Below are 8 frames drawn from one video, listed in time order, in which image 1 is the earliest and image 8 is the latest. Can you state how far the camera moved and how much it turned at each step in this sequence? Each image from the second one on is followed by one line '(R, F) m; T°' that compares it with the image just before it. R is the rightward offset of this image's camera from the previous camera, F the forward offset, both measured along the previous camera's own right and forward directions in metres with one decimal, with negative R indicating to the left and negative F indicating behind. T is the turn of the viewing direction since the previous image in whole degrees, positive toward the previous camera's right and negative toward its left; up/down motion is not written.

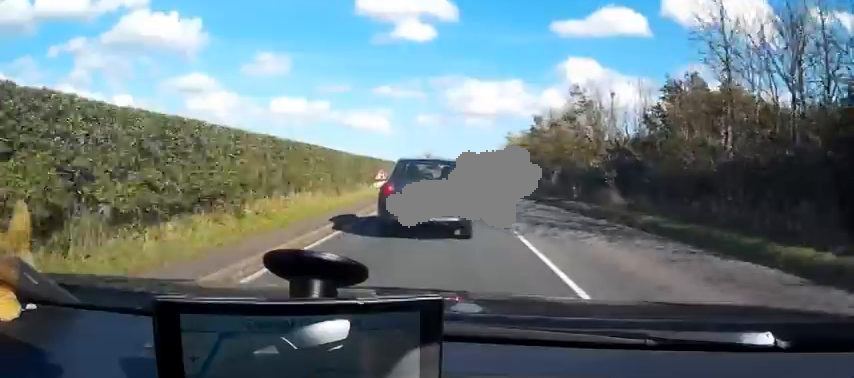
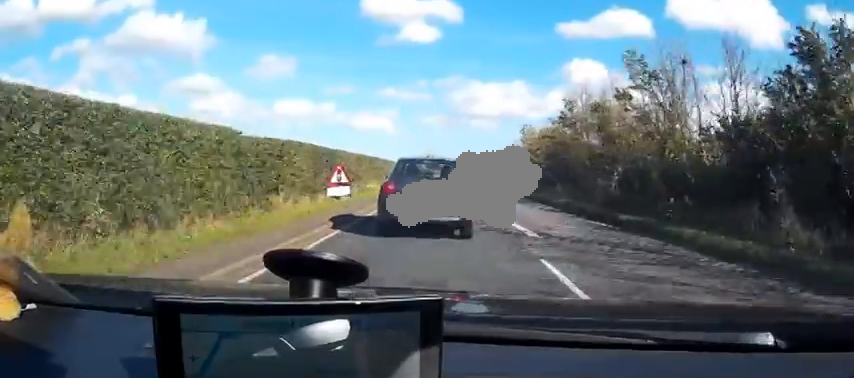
(0.0, +10.9) m; 0°
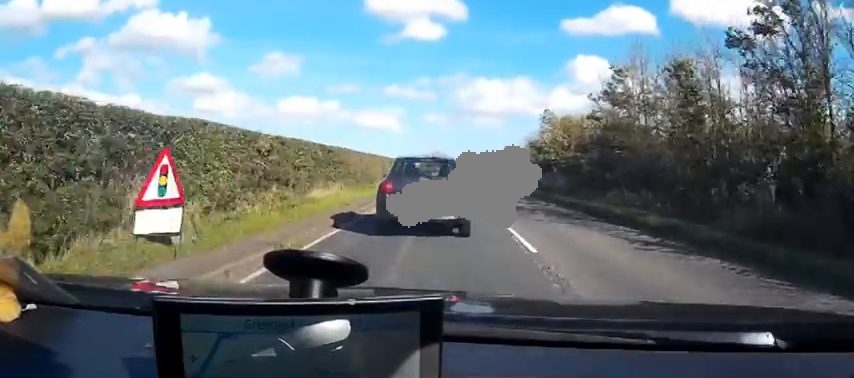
(+0.1, +10.3) m; -1°
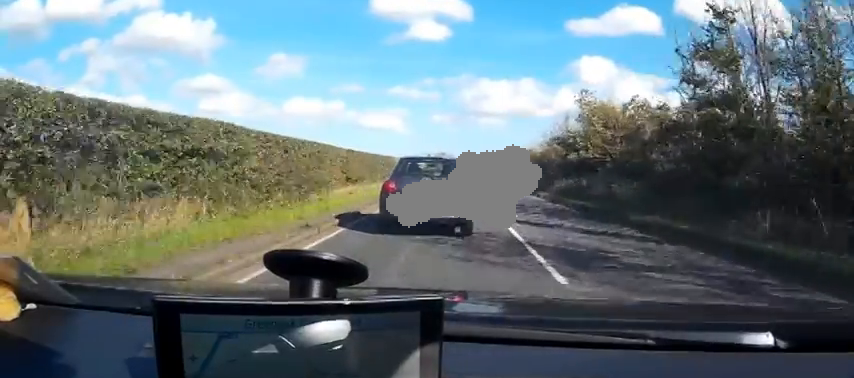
(-0.2, +11.2) m; -2°
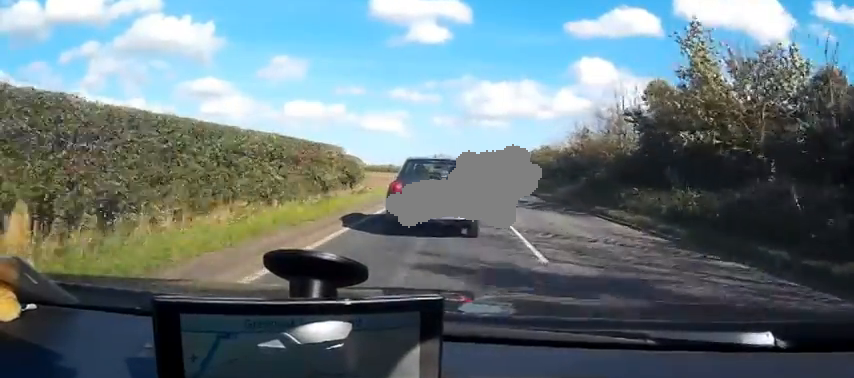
(-0.4, +16.0) m; -1°
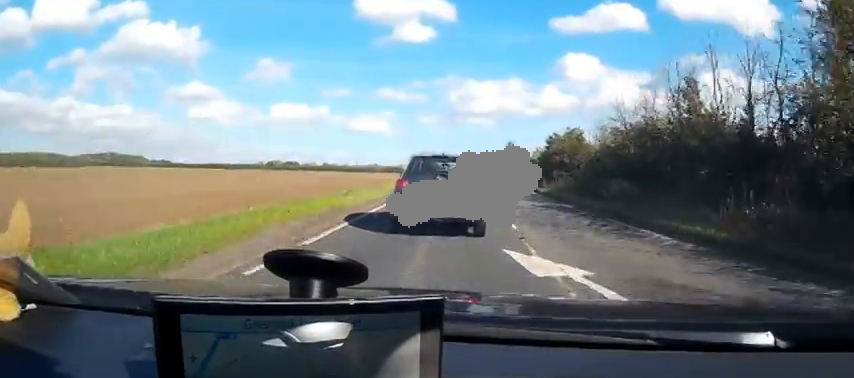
(+0.3, +22.4) m; +1°
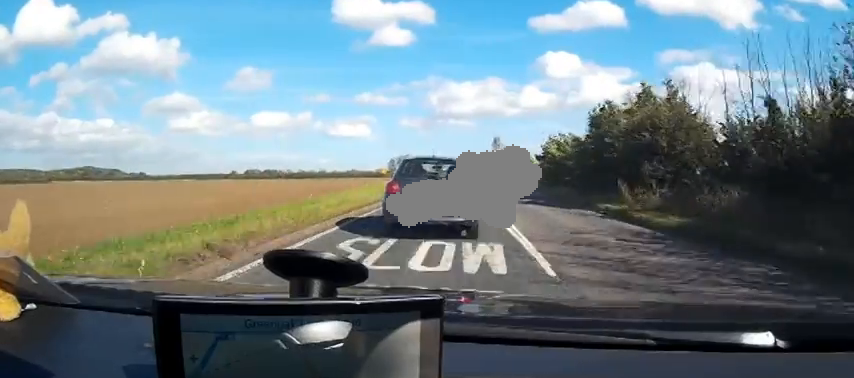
(+0.1, +23.2) m; +1°
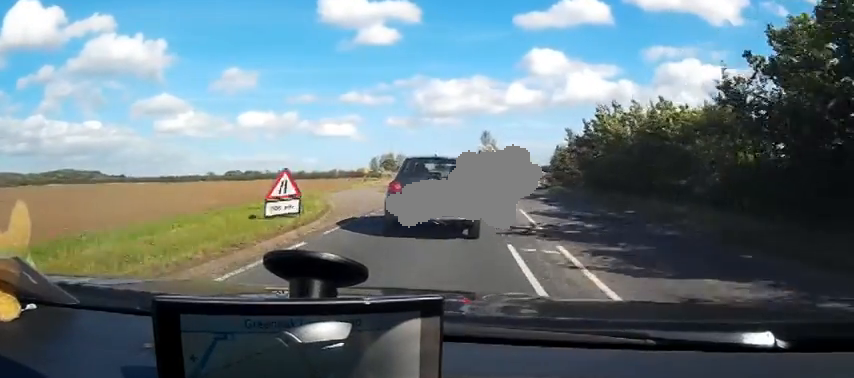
(+0.6, +21.1) m; +3°
